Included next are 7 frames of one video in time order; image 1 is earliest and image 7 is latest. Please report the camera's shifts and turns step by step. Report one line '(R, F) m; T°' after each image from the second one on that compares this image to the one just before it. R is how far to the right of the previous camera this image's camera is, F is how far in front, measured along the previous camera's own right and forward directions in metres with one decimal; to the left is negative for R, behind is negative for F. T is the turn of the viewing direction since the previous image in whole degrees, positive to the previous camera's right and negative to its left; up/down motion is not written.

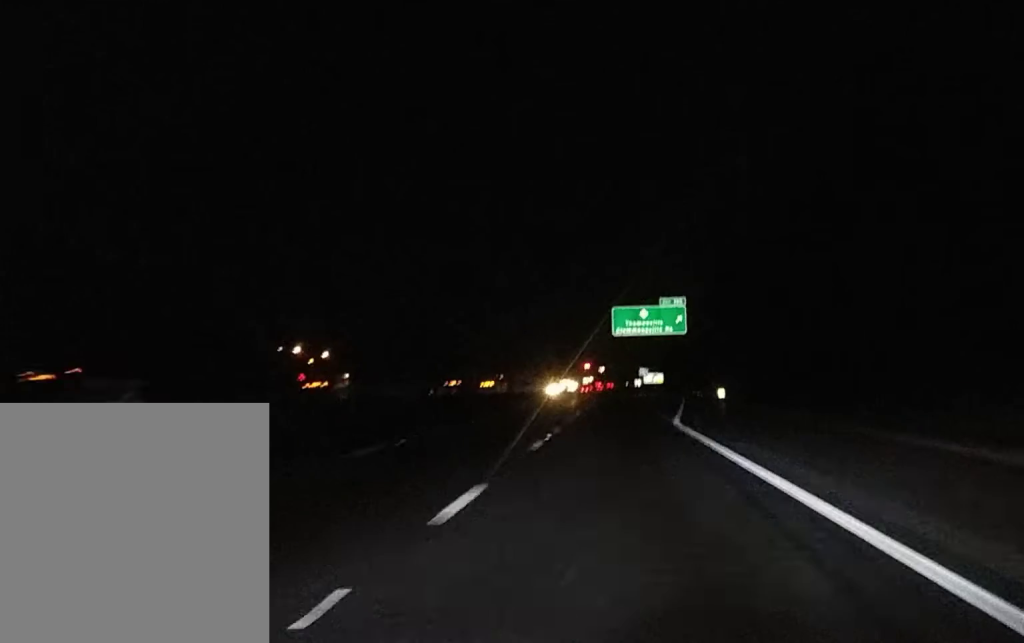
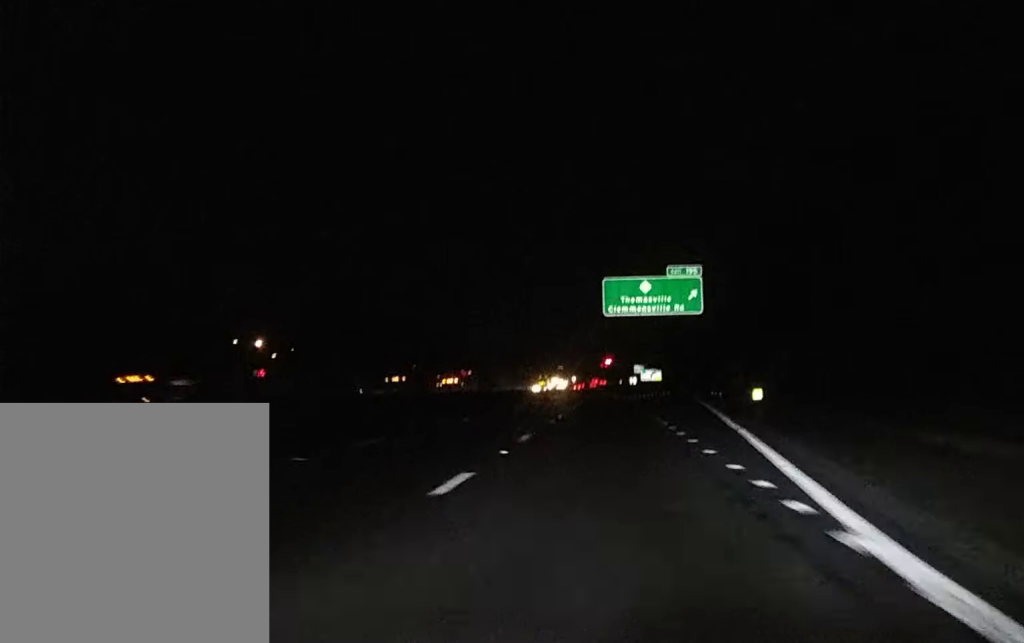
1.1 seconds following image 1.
(+0.1, +31.6) m; 0°
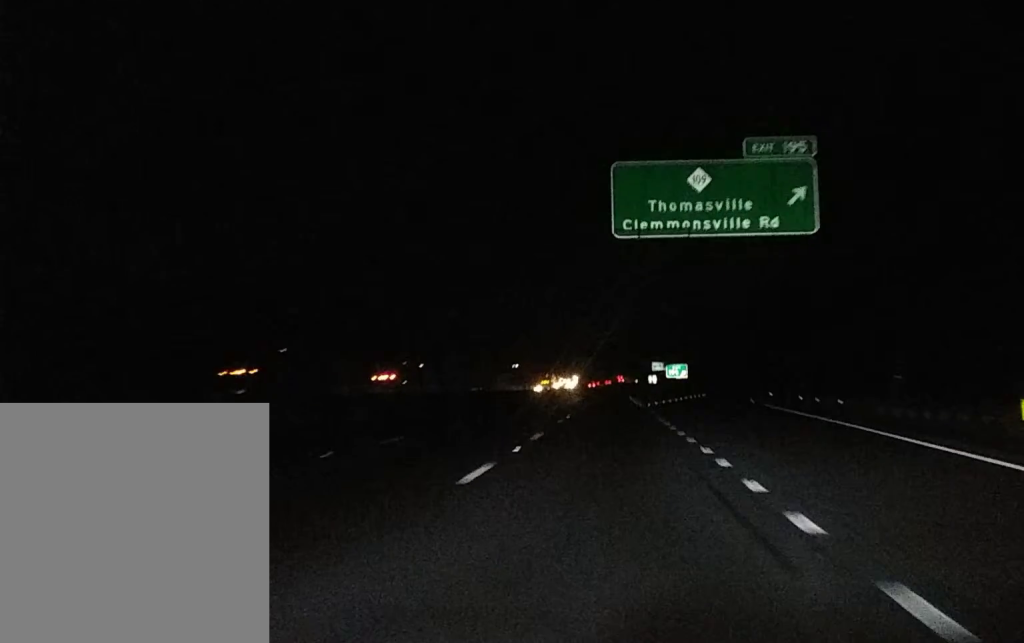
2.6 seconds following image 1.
(-0.3, +48.1) m; -1°
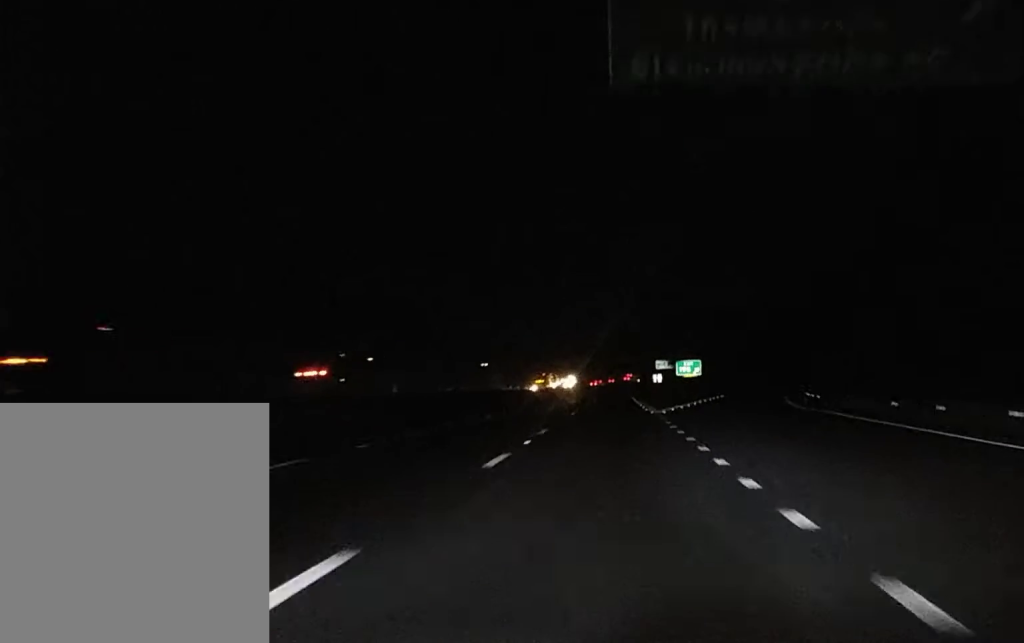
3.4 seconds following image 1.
(-0.2, +27.2) m; 0°
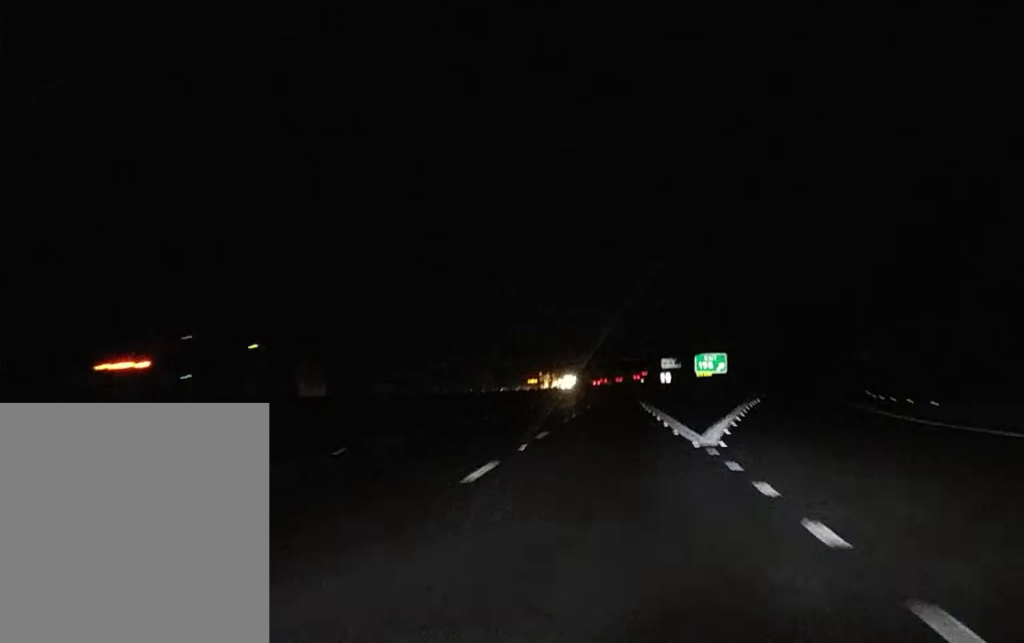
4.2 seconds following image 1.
(+0.2, +29.8) m; 0°
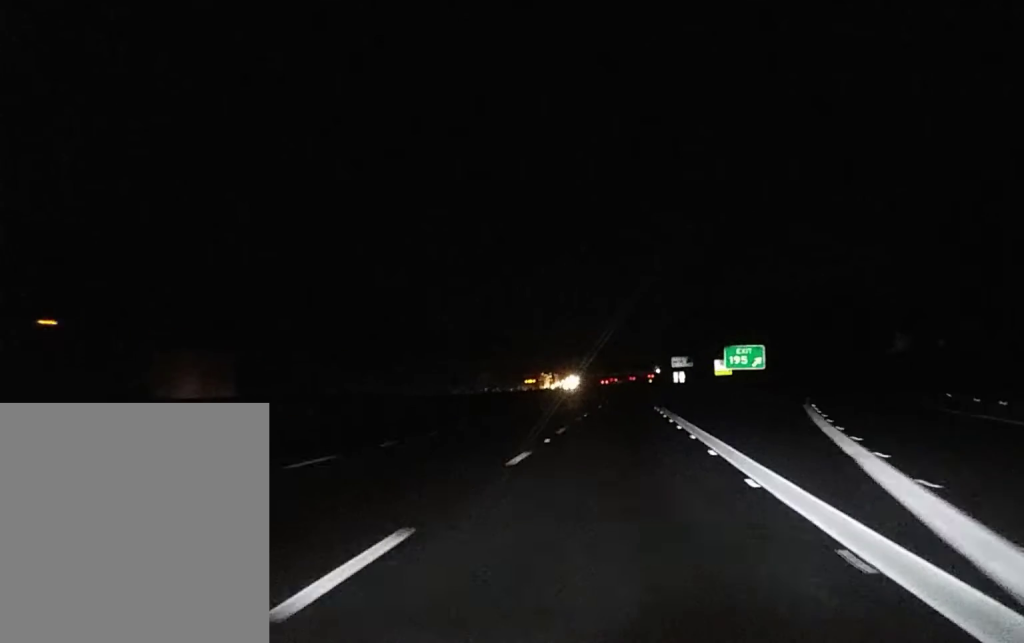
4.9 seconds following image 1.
(0.0, +22.6) m; 0°
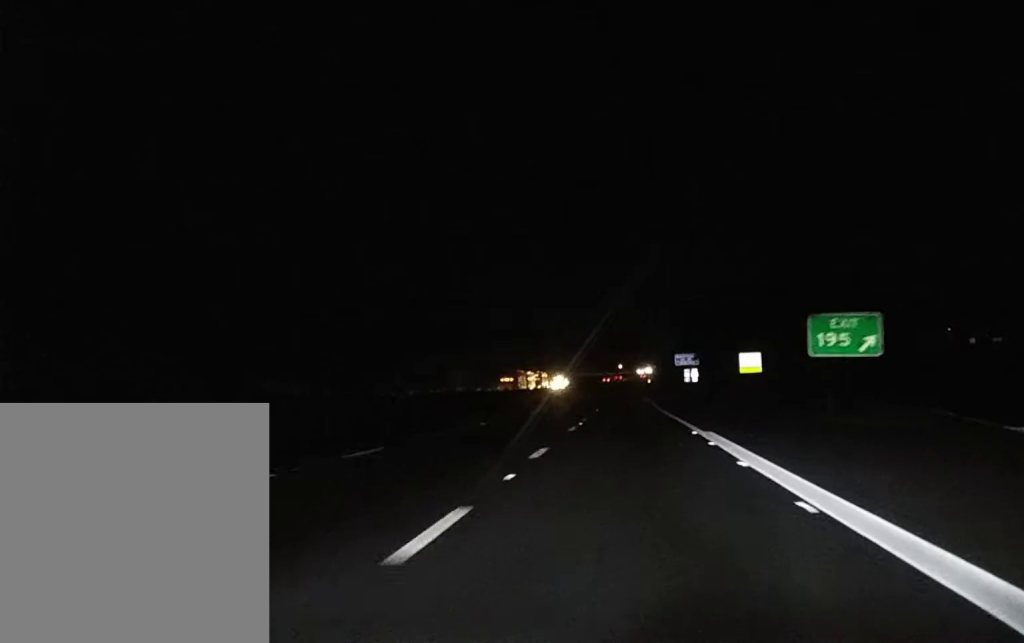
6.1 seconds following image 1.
(-0.1, +35.1) m; 0°
